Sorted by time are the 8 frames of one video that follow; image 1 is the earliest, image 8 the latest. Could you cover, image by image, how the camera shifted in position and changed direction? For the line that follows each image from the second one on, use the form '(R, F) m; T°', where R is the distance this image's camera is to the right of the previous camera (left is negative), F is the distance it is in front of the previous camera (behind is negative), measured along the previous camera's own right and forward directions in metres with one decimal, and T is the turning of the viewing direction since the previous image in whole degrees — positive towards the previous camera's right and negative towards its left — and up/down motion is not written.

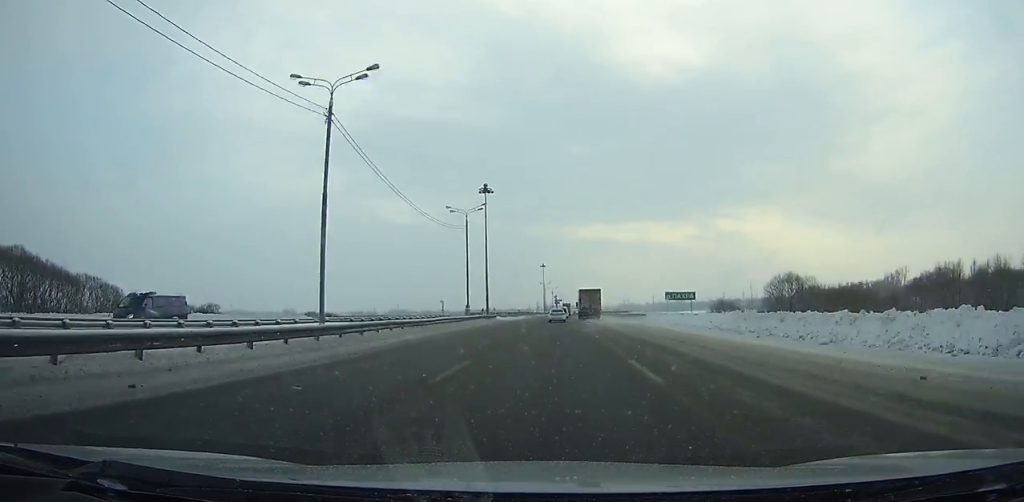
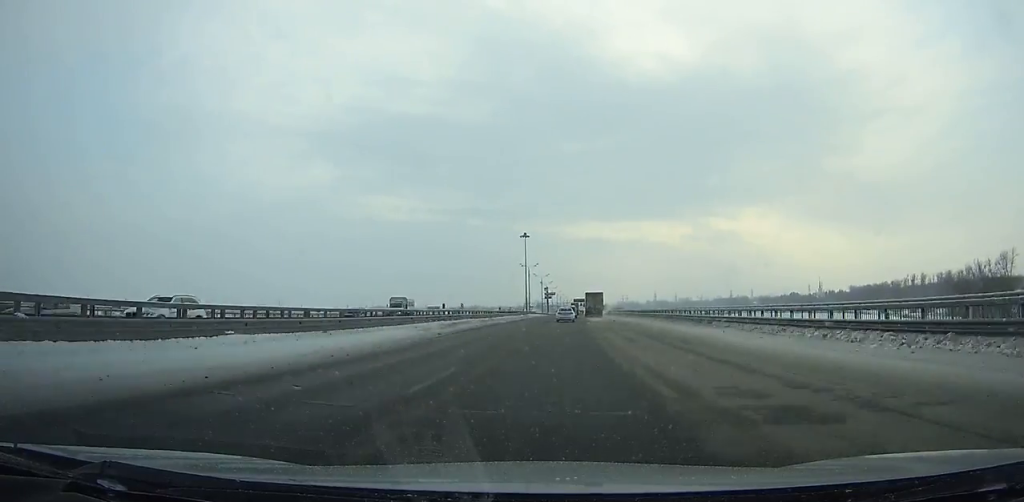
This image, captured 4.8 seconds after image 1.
(+0.2, +89.8) m; +1°
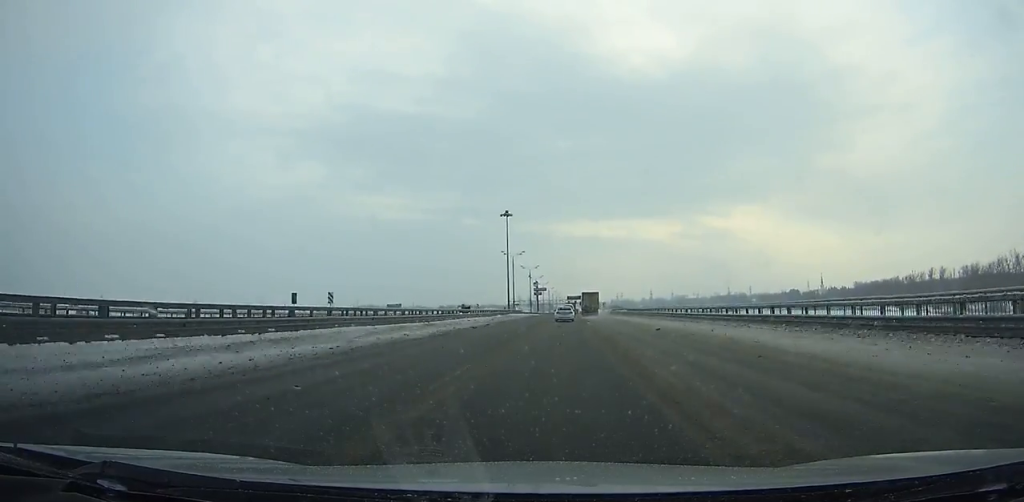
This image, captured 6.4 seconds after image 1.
(+0.3, +31.0) m; 0°
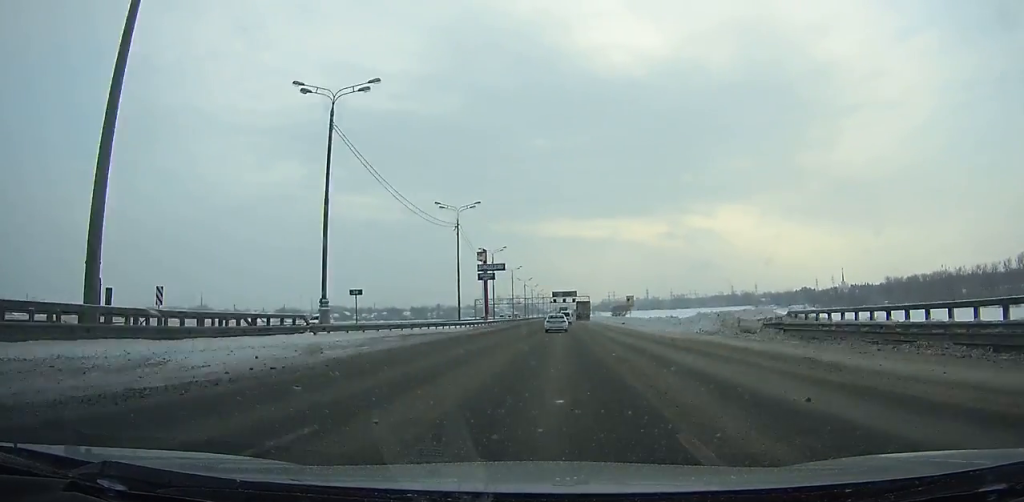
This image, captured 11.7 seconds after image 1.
(+1.3, +103.2) m; +1°
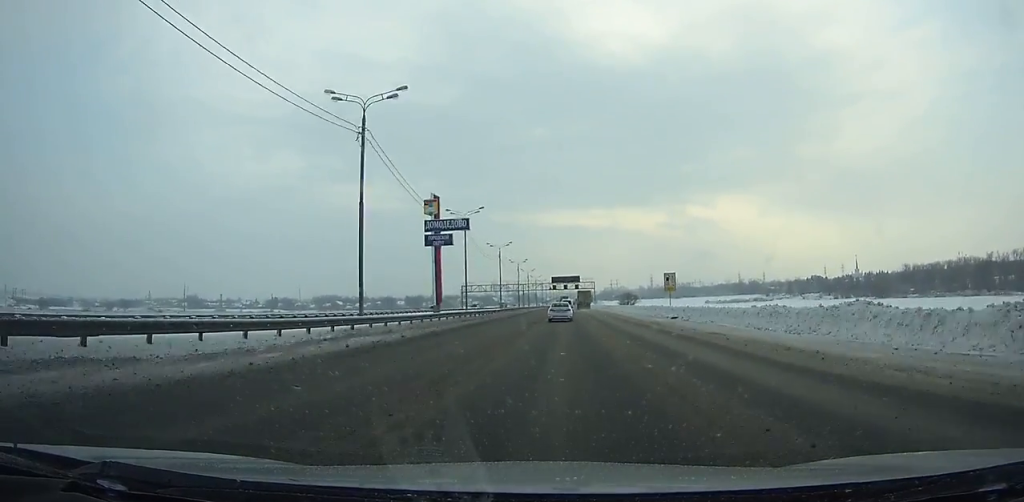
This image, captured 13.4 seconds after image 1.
(+0.1, +33.2) m; 0°
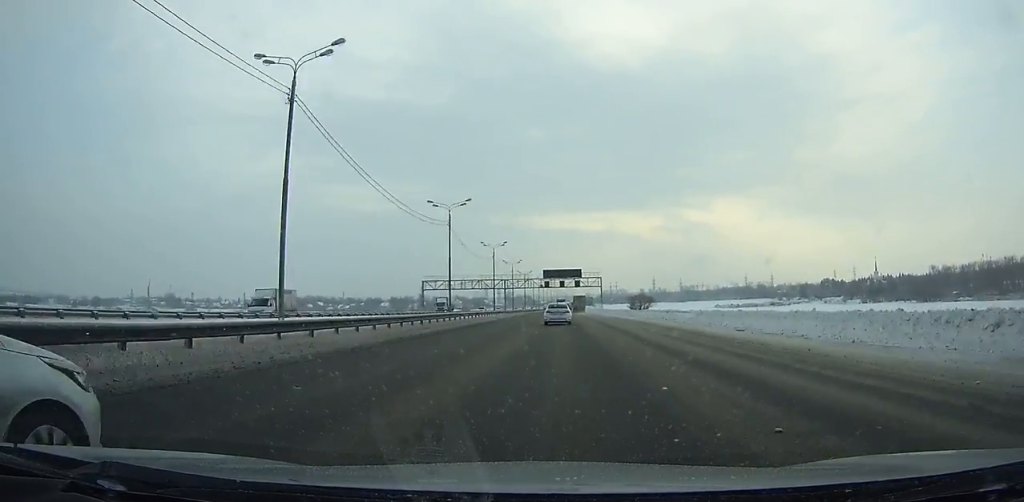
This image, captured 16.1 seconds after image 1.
(+0.1, +52.7) m; 0°
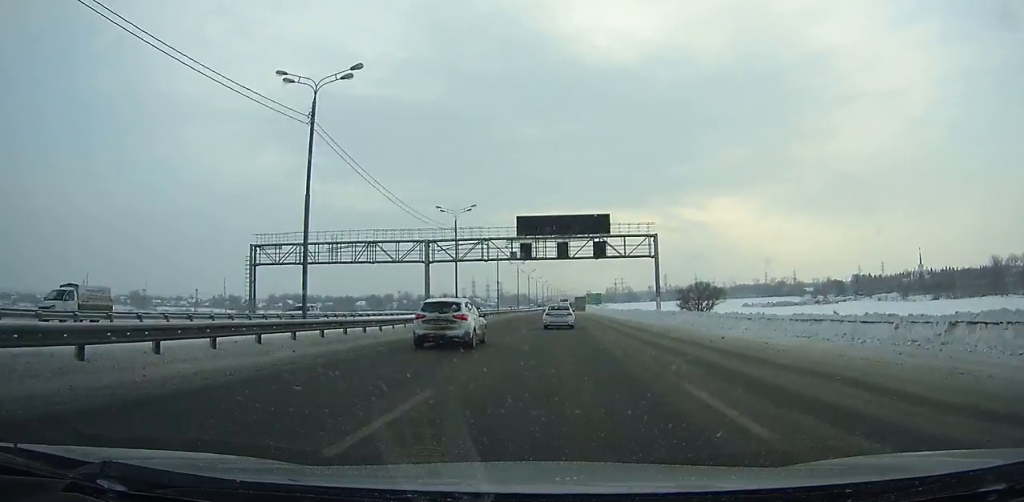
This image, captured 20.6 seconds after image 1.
(-0.1, +87.7) m; 0°
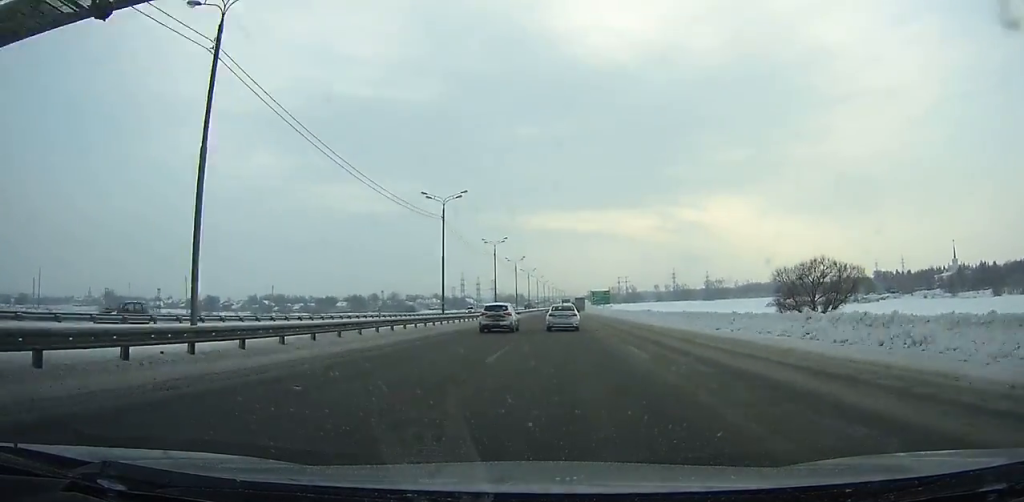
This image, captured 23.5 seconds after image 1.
(+0.2, +56.4) m; 0°
